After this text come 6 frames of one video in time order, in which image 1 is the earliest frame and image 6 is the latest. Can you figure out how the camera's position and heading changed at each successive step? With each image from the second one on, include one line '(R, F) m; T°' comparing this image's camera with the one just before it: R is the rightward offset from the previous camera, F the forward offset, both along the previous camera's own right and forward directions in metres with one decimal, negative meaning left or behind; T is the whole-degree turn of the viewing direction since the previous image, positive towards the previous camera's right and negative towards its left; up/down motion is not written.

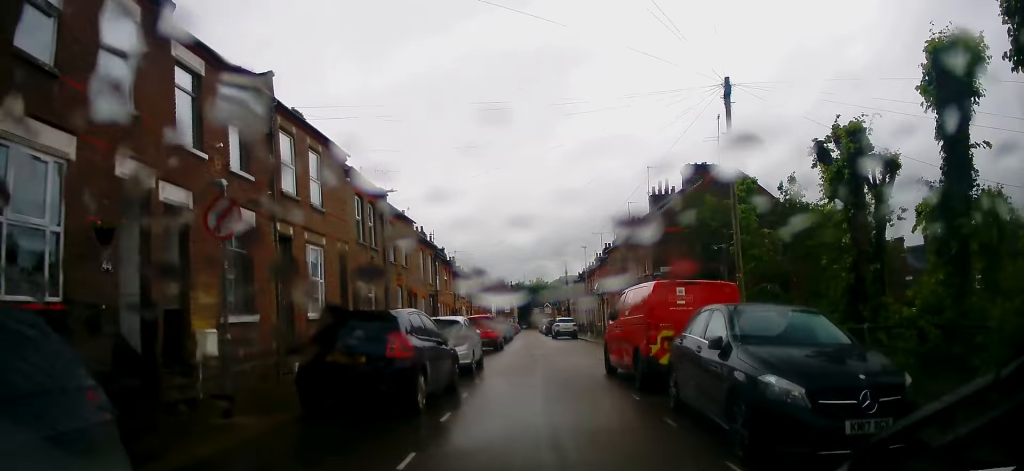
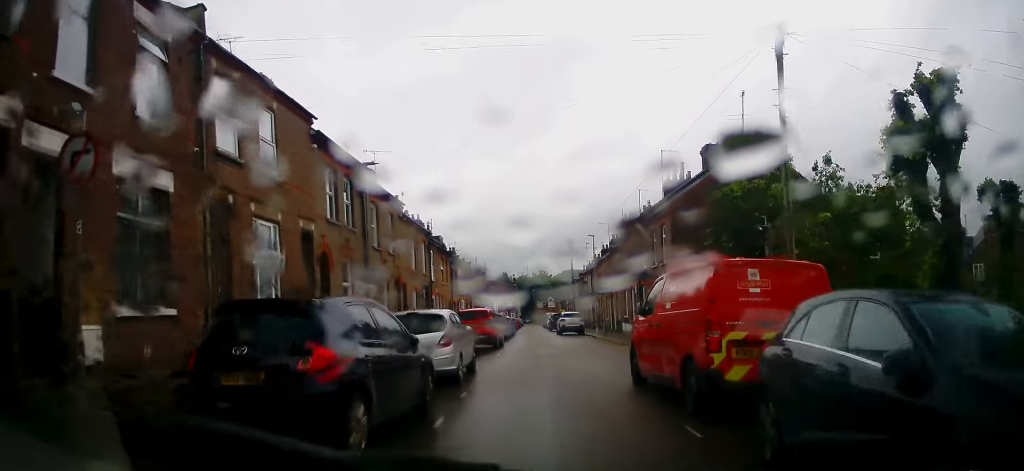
(0.0, +3.2) m; -2°
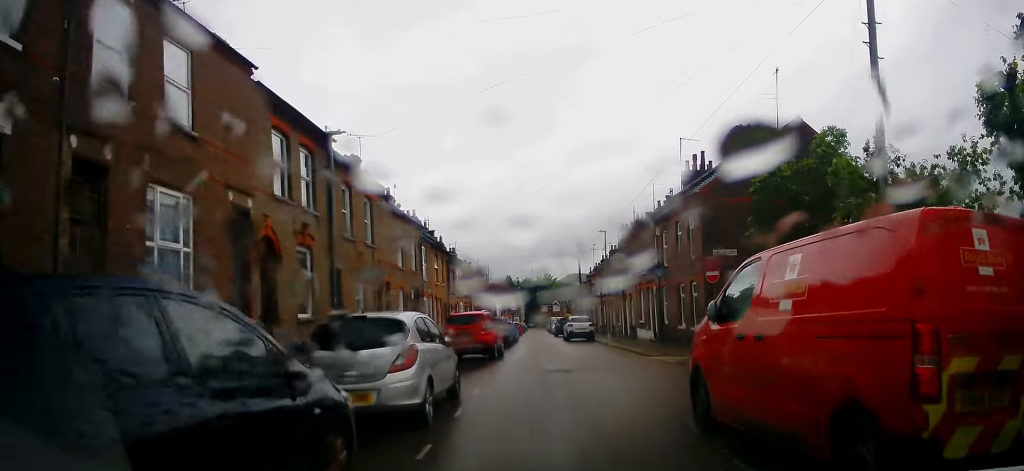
(0.0, +4.3) m; +4°
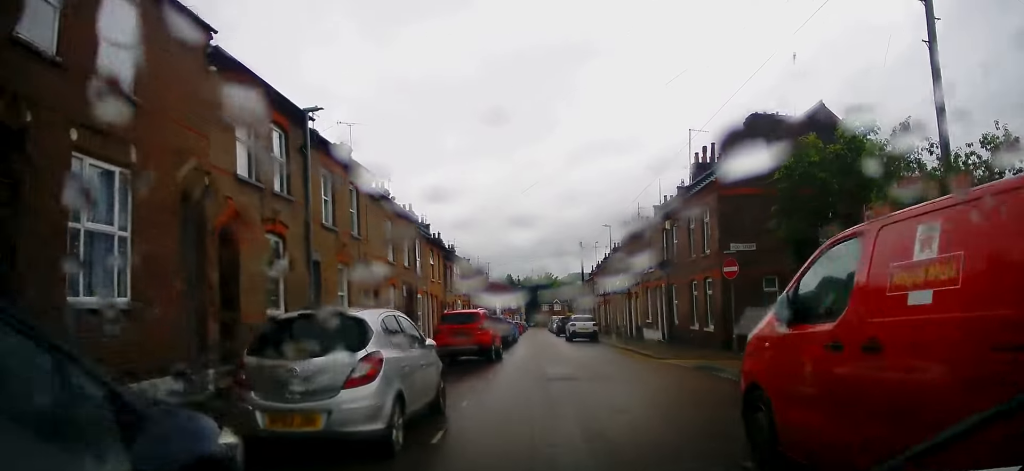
(+0.2, +1.7) m; +2°
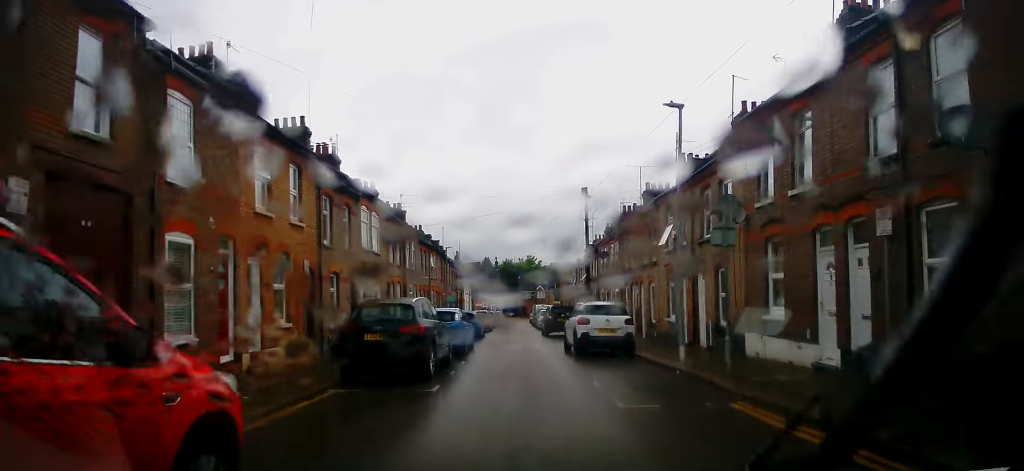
(-2.0, +17.4) m; -4°
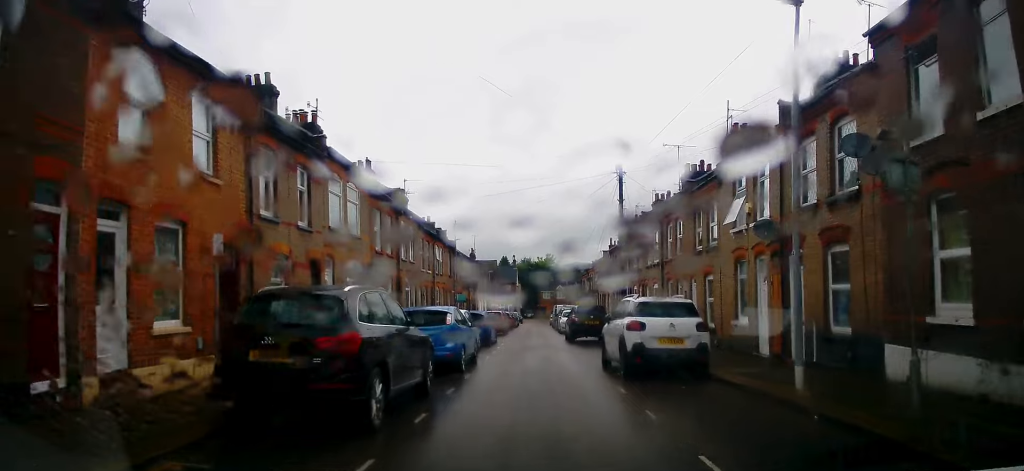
(-0.5, +5.4) m; -3°
